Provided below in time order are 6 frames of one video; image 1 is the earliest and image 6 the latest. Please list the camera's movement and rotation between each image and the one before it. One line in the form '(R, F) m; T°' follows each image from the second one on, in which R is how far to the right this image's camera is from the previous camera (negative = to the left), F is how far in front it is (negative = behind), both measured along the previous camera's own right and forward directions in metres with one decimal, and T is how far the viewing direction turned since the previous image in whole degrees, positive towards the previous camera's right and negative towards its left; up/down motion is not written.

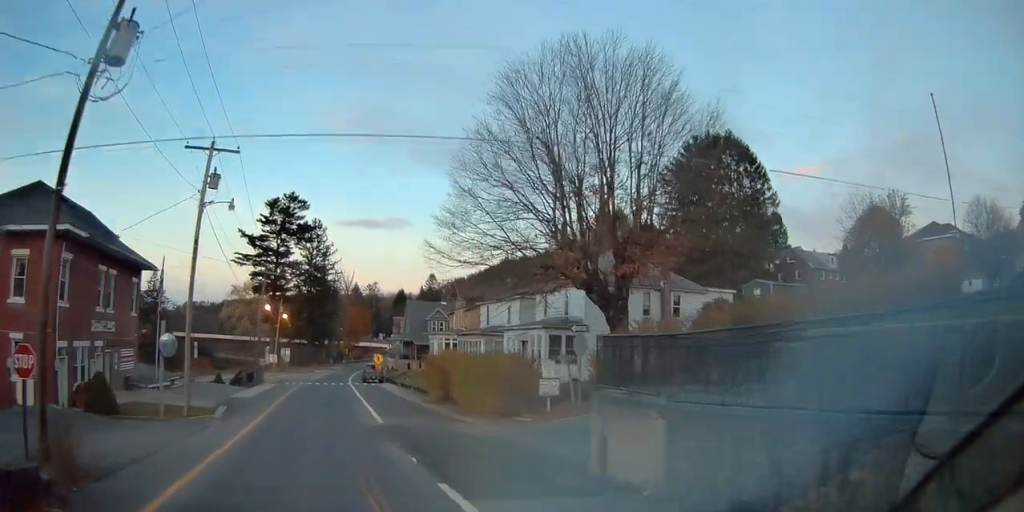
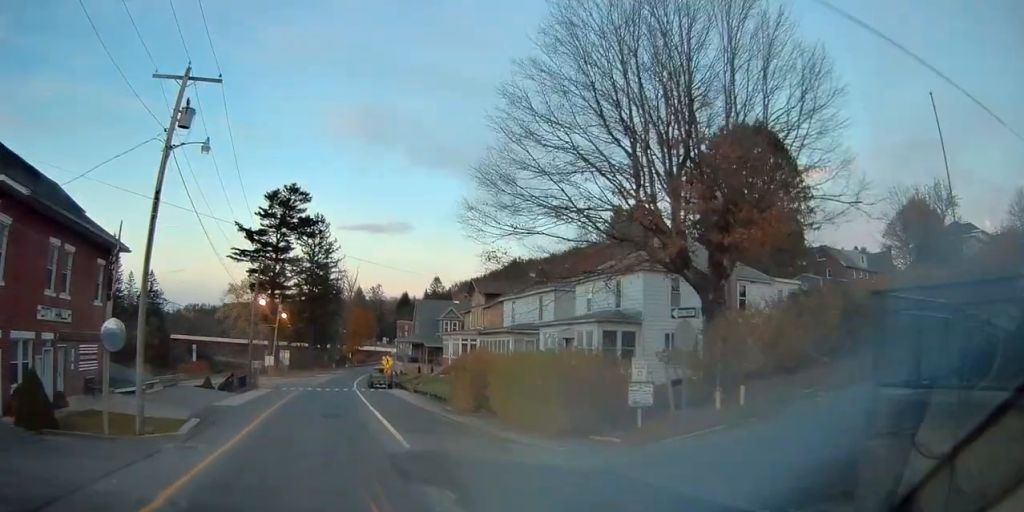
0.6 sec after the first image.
(0.0, +6.5) m; -1°
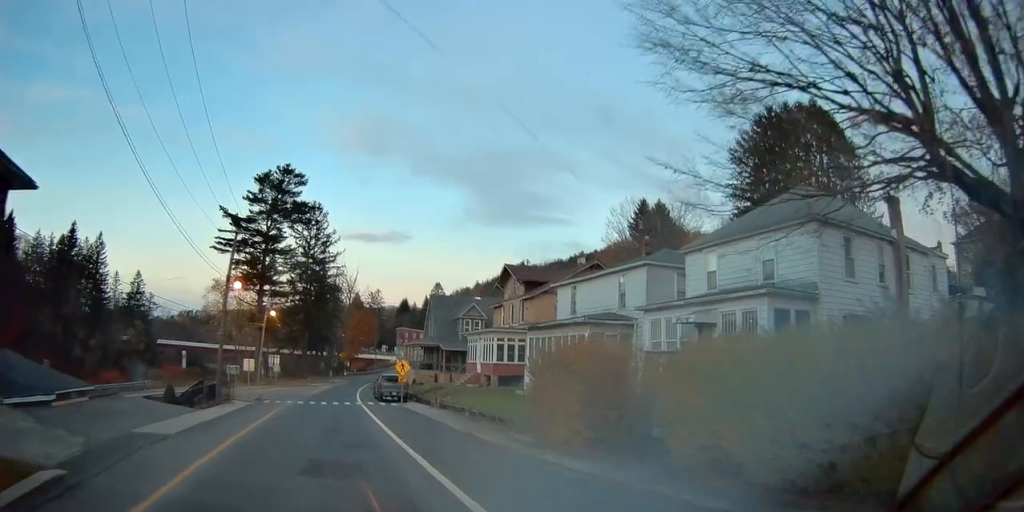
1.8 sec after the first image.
(-0.3, +11.9) m; -2°
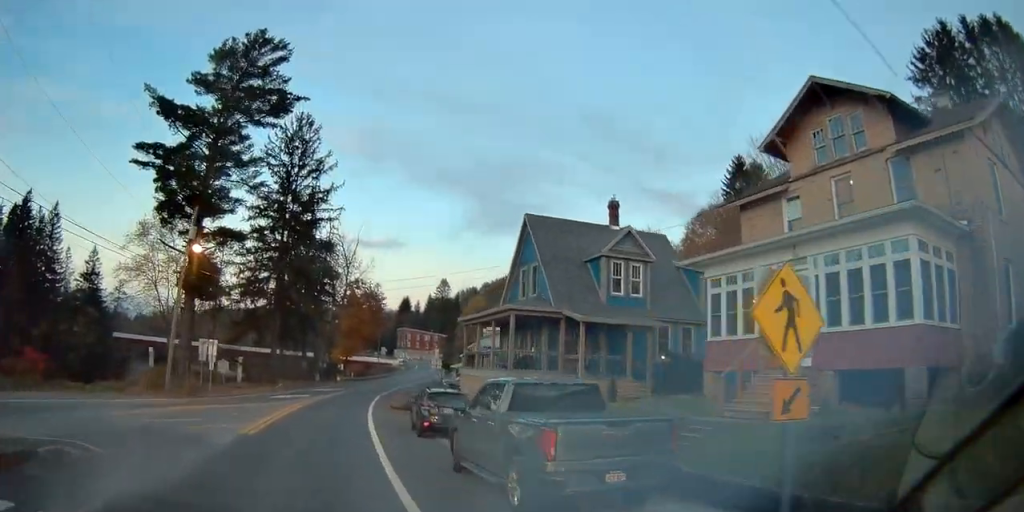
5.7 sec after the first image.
(+1.9, +34.5) m; +1°
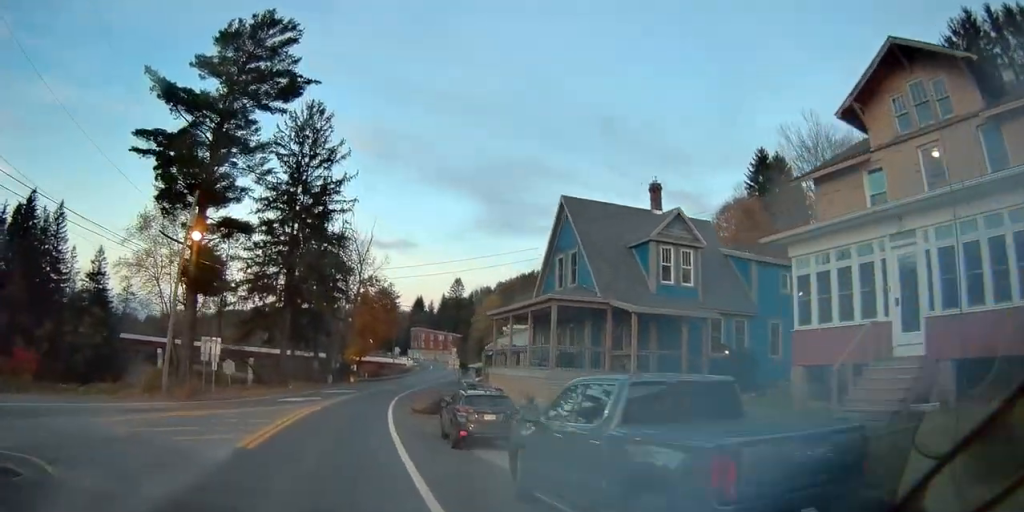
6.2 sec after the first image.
(-0.2, +3.3) m; -1°
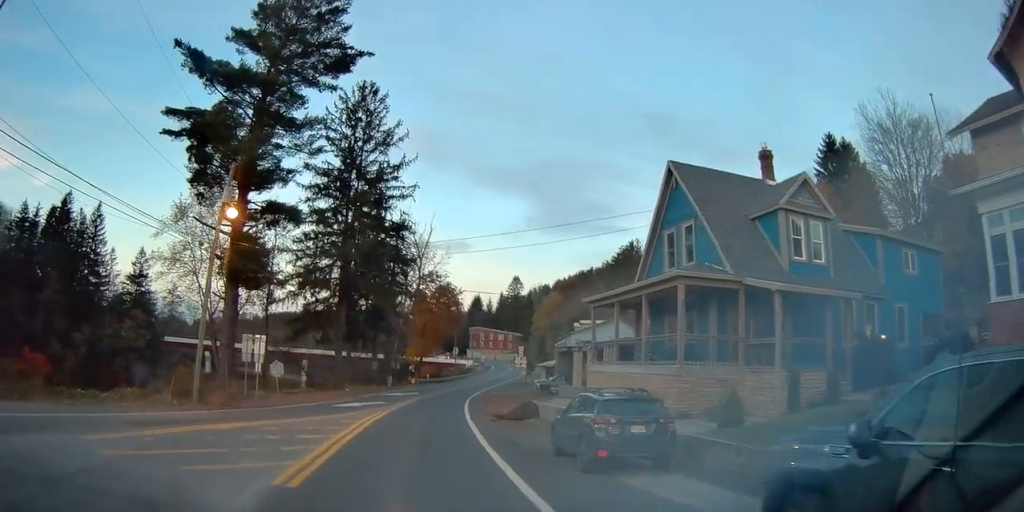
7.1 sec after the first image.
(0.0, +5.2) m; -4°
